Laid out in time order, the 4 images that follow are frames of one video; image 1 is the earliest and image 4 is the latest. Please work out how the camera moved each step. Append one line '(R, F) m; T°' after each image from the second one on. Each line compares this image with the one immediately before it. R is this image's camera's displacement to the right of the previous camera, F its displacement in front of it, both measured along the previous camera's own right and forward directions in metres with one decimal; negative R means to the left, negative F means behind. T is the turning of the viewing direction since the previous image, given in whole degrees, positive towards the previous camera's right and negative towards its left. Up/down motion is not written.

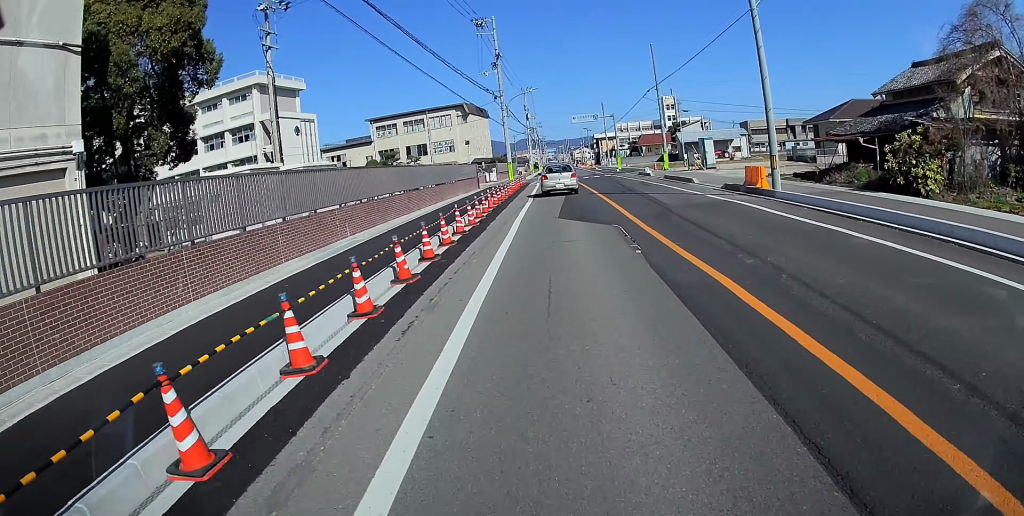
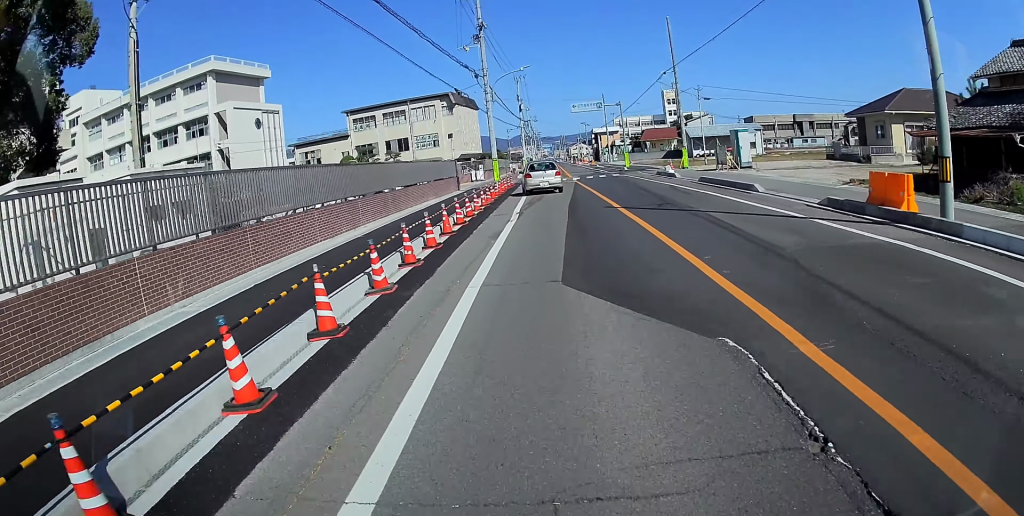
(0.0, +8.6) m; 0°
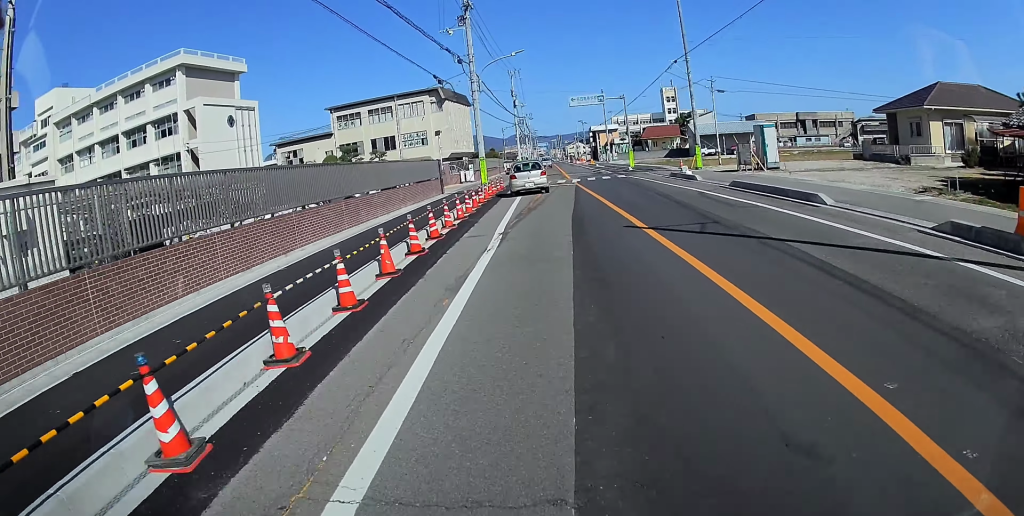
(0.0, +5.3) m; 0°
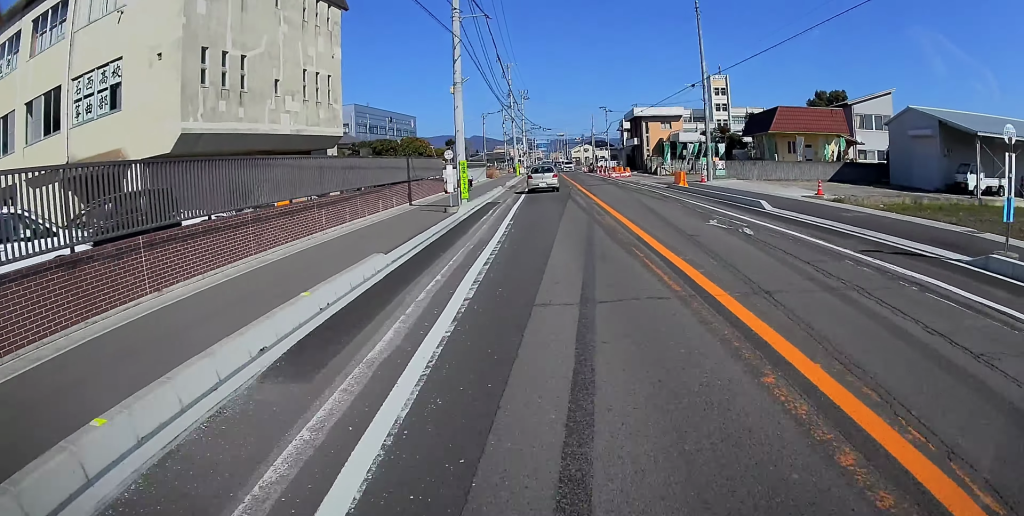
(+3.6, +57.8) m; +1°
